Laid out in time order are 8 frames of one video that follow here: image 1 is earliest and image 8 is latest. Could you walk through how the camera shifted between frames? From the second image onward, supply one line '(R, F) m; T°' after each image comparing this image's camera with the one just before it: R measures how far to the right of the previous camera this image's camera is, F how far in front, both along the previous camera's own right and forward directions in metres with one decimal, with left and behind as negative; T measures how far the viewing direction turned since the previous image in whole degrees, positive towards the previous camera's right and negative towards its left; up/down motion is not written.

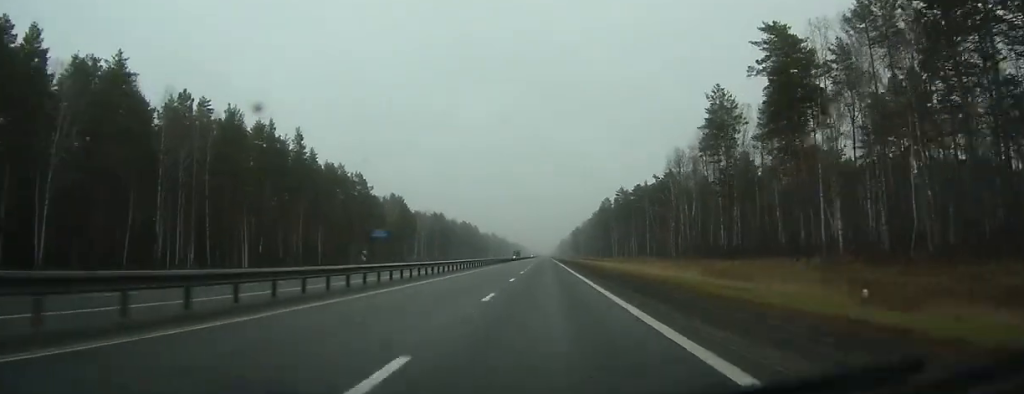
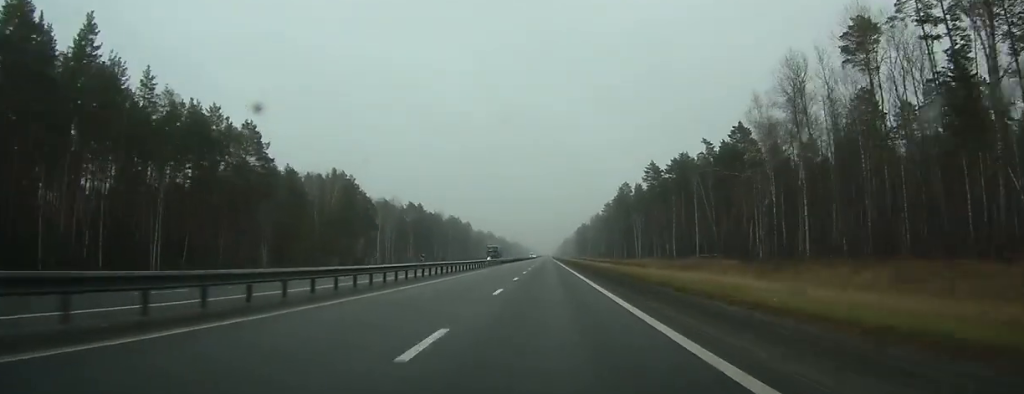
(-0.2, +69.4) m; 0°
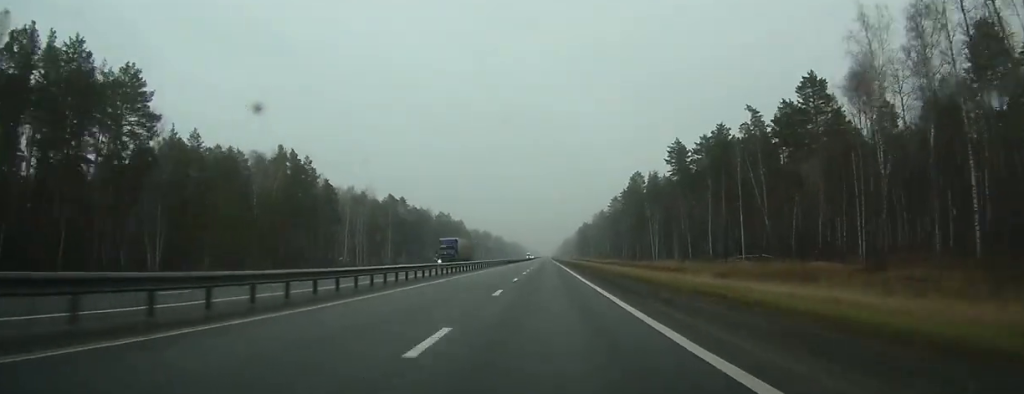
(+0.1, +35.8) m; 0°
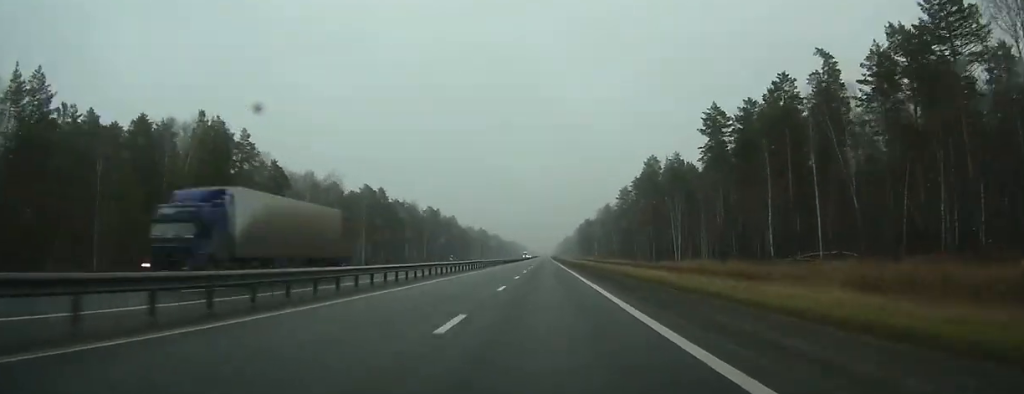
(0.0, +33.8) m; 0°
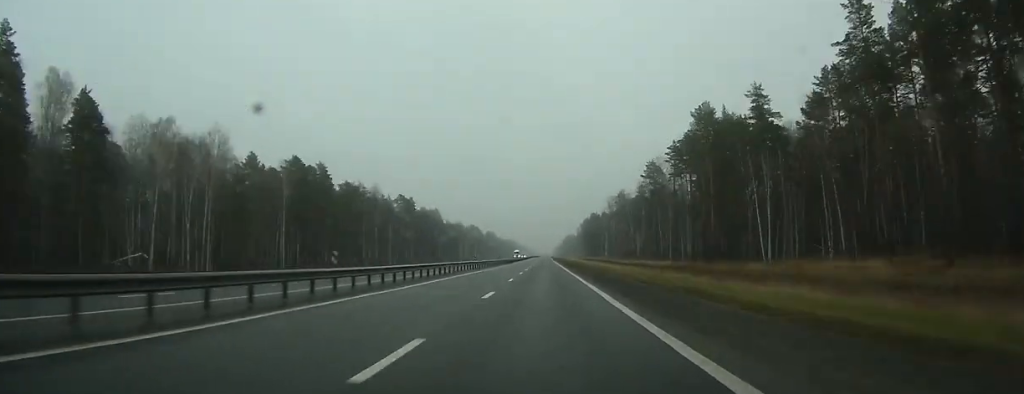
(+0.1, +63.7) m; 0°
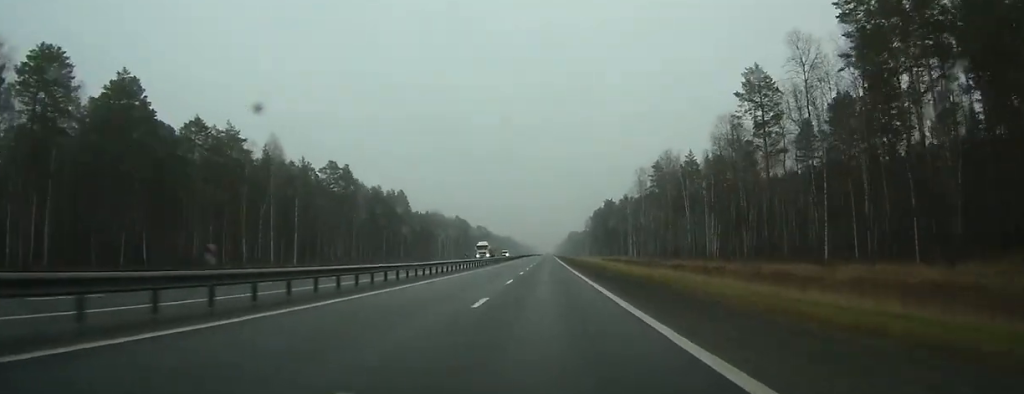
(+0.4, +87.7) m; 0°
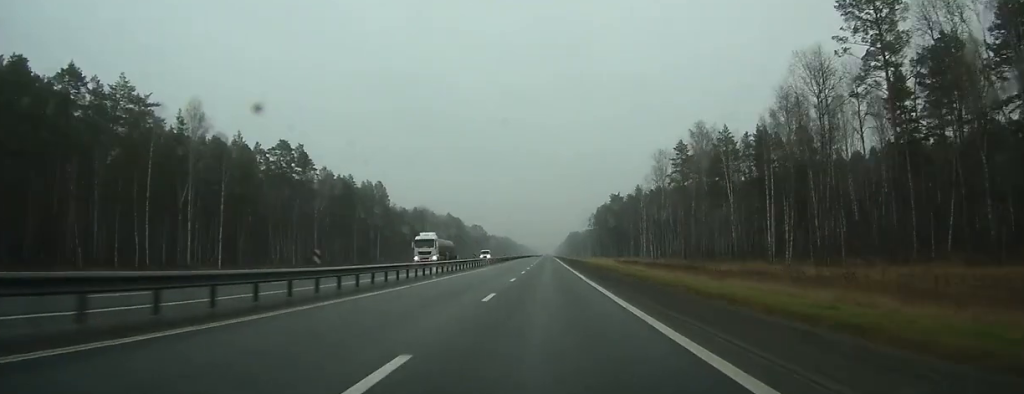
(-0.1, +33.8) m; 0°
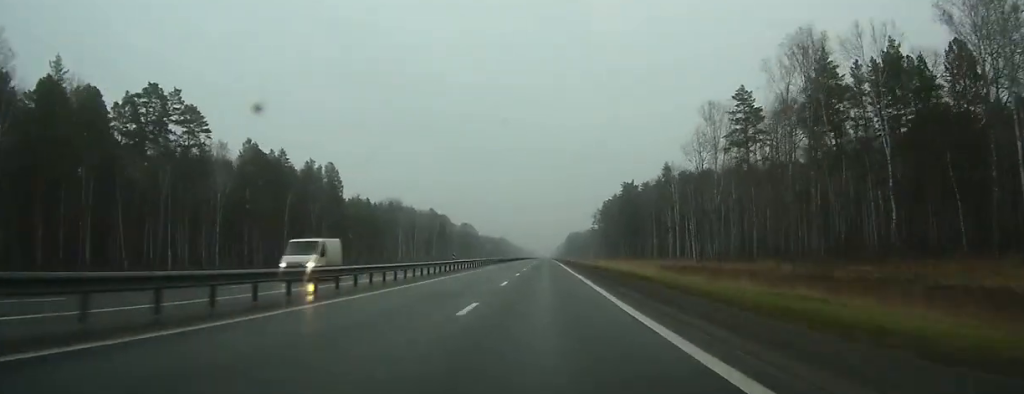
(-0.2, +51.7) m; 0°
